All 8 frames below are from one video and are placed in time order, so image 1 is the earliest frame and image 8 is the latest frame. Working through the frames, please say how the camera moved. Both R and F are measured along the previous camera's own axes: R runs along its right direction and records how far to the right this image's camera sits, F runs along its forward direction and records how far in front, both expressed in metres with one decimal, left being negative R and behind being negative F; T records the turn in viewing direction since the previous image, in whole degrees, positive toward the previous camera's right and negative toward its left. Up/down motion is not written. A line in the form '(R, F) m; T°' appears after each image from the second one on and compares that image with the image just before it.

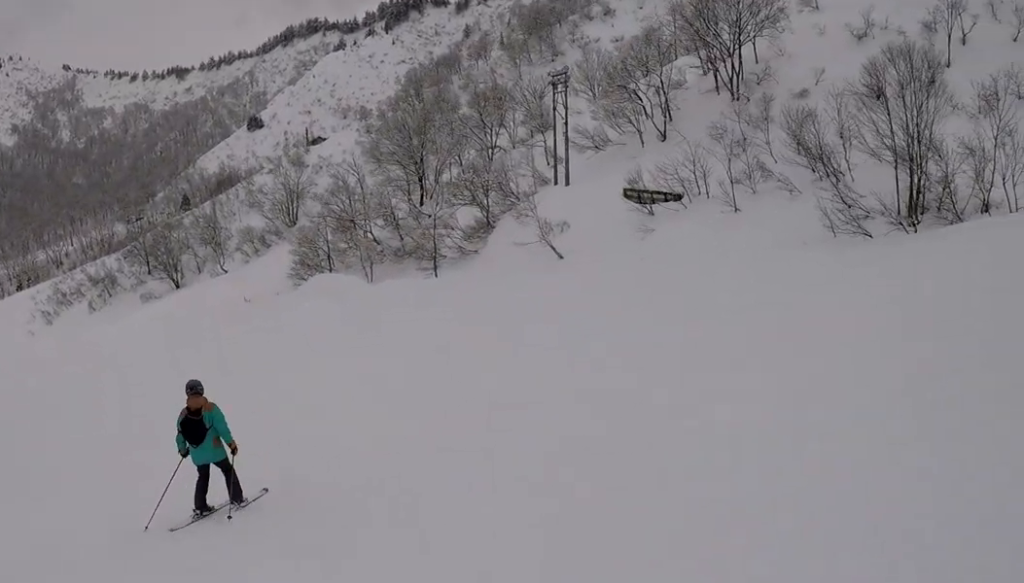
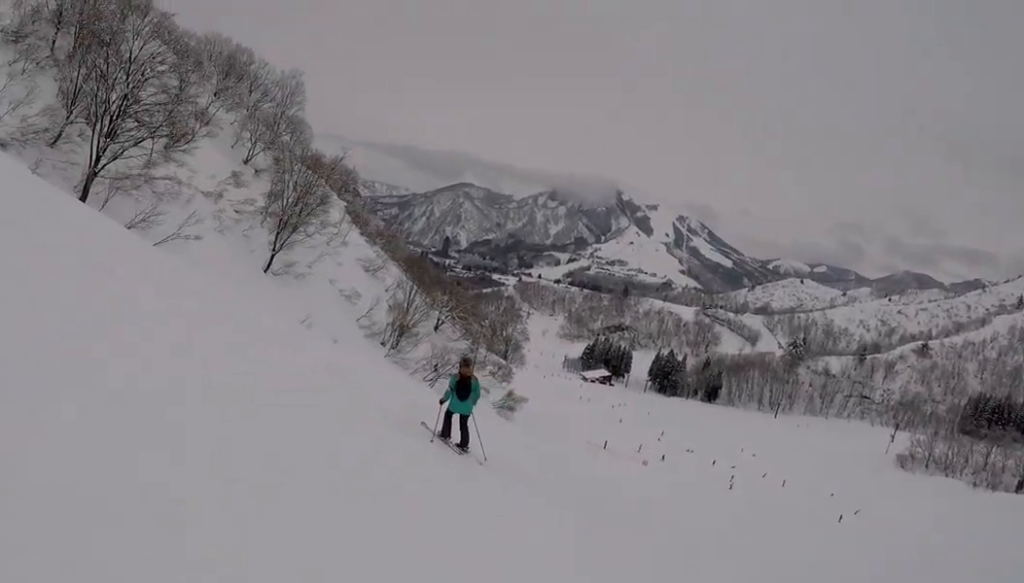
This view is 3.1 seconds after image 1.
(-7.9, +10.1) m; -87°
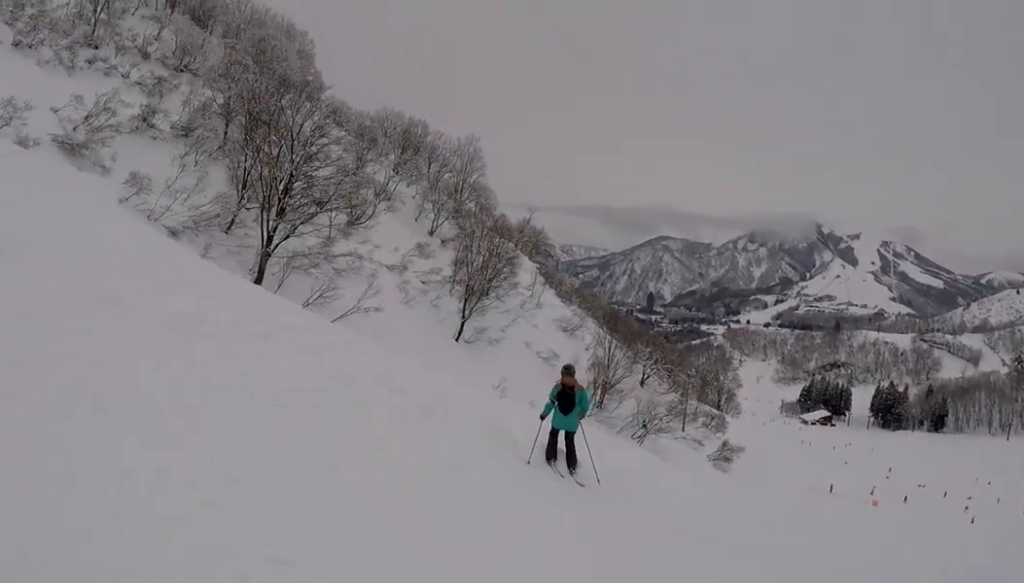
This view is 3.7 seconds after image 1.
(-0.6, +2.9) m; -12°
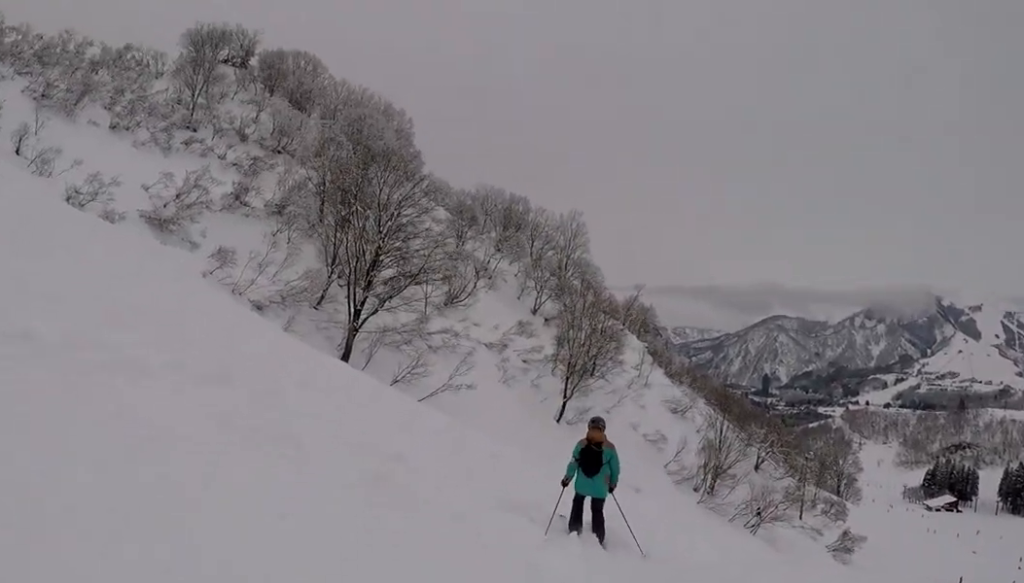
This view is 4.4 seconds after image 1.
(+0.5, +3.4) m; -9°
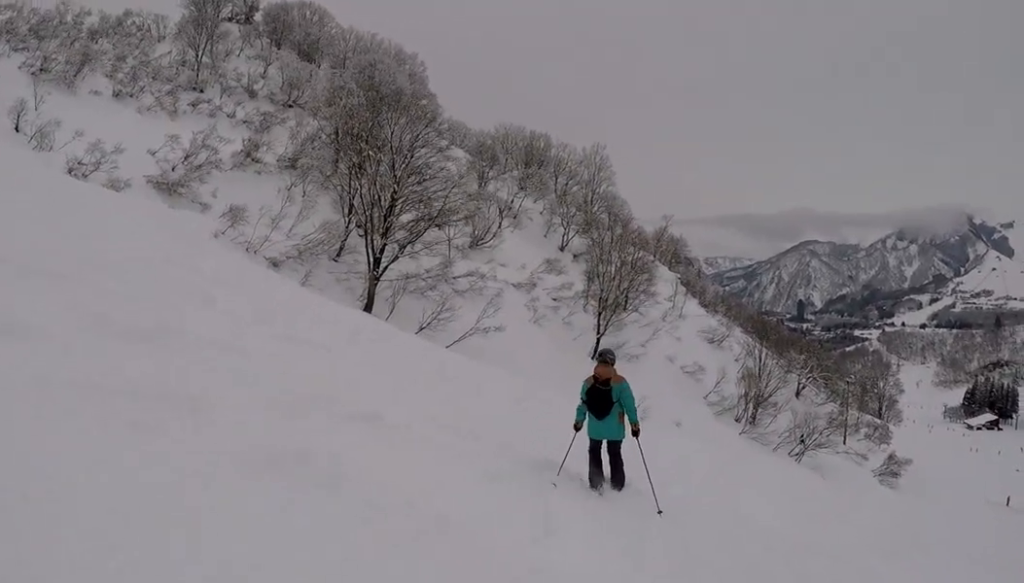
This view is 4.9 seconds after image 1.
(-0.5, +1.4) m; -6°
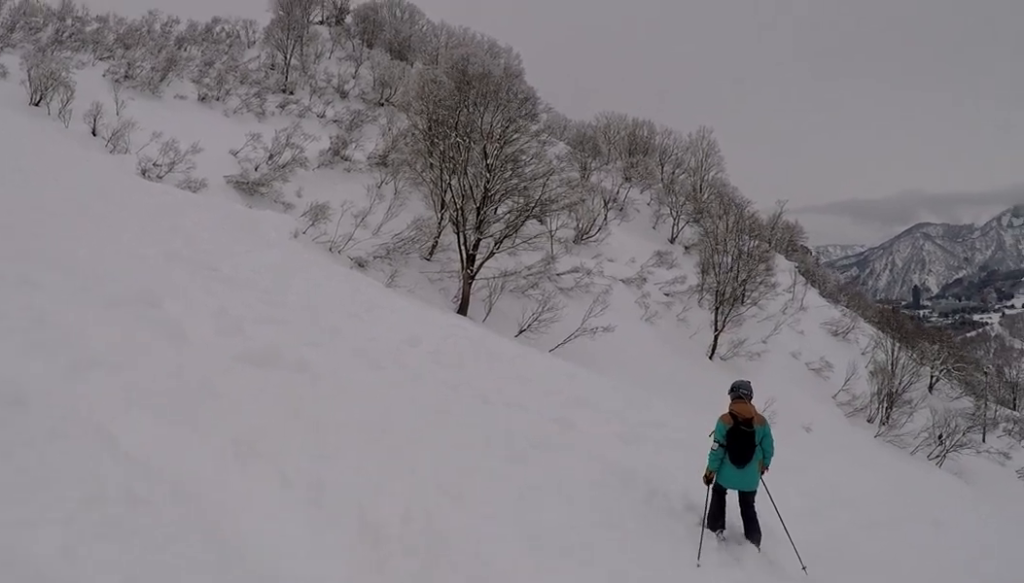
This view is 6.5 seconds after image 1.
(-0.4, +5.2) m; -11°
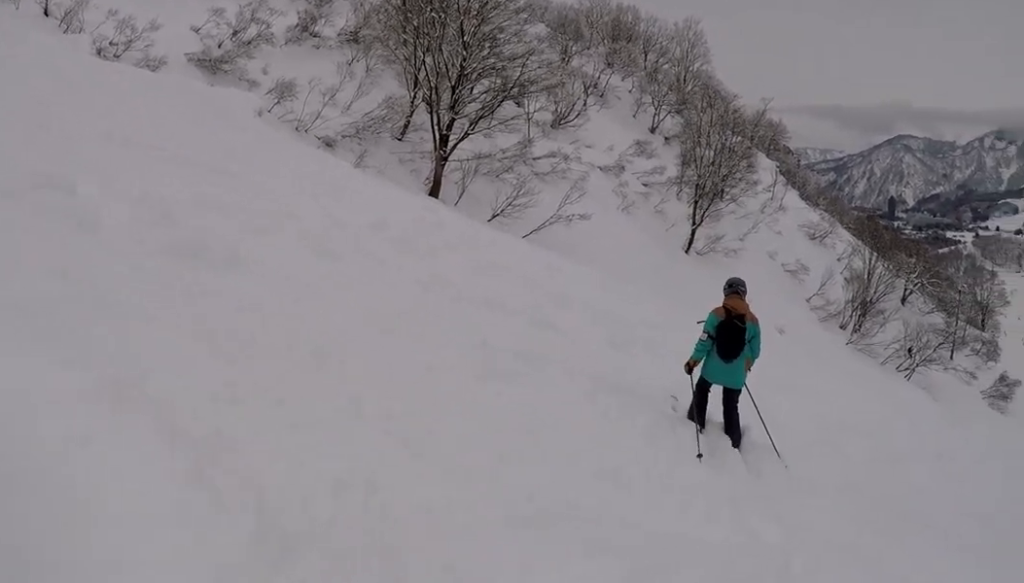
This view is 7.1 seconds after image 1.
(-0.6, +1.4) m; -7°
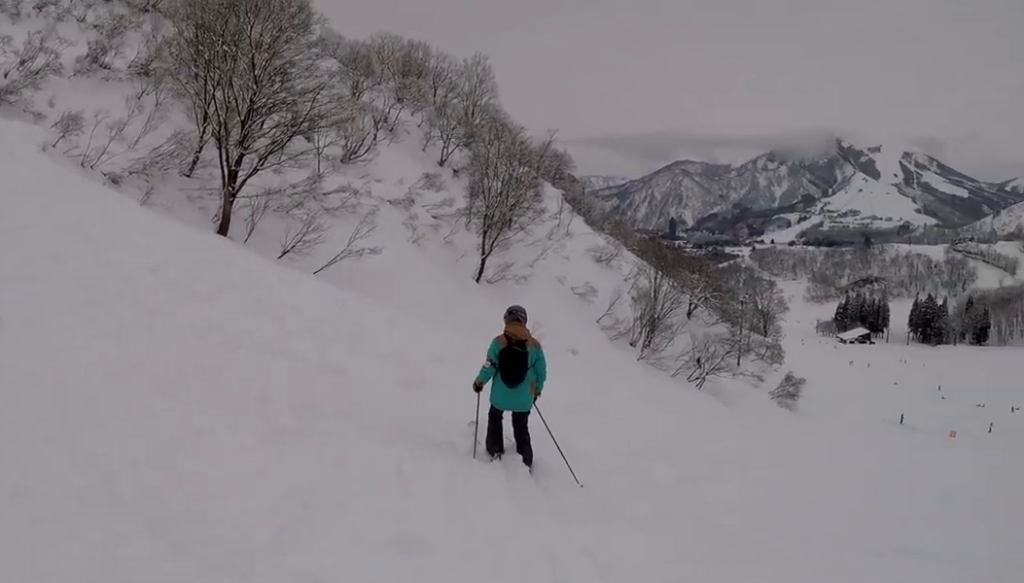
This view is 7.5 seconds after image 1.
(-0.3, +1.0) m; -3°
